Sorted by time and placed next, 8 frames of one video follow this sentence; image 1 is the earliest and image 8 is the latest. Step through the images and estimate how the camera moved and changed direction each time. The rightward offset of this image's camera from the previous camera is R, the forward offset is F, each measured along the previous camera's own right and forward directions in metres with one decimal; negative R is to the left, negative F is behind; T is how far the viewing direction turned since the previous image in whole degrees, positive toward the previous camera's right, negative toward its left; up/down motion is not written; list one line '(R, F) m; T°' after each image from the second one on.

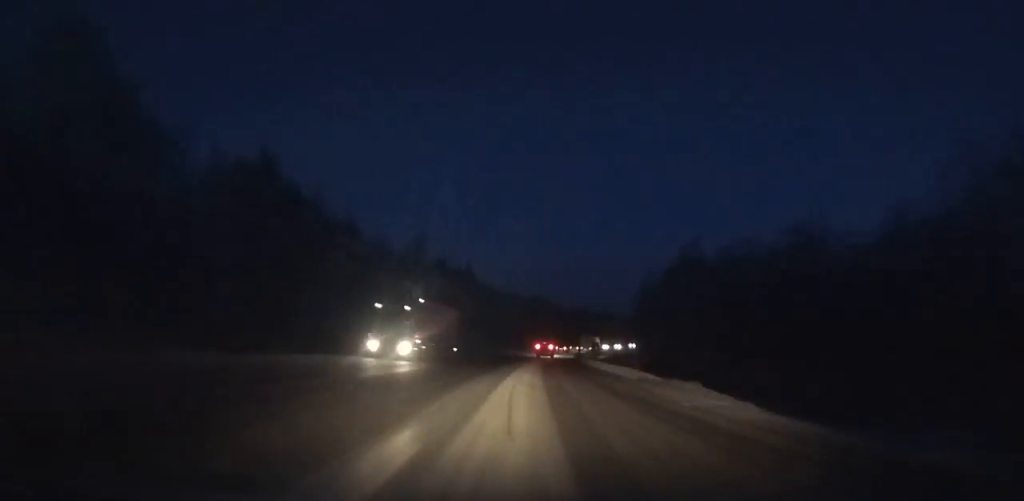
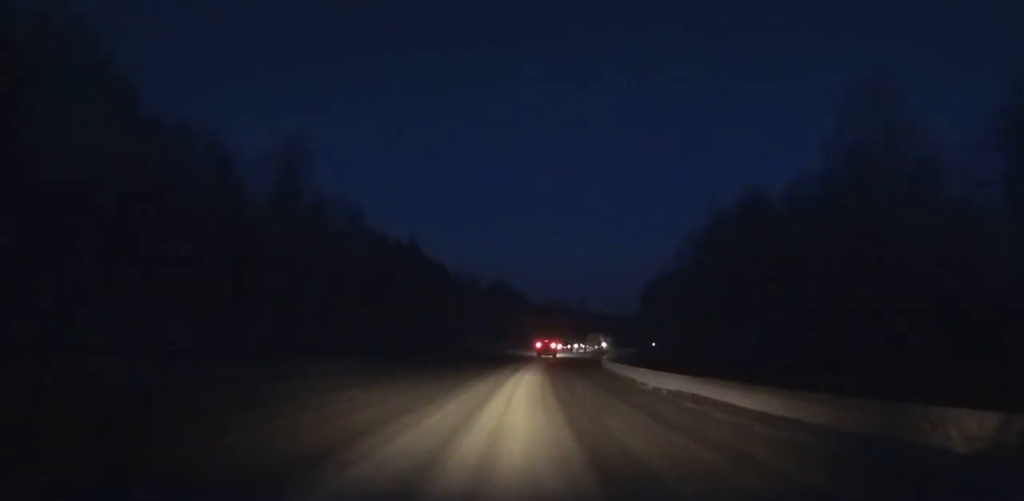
(+1.4, +40.6) m; +4°
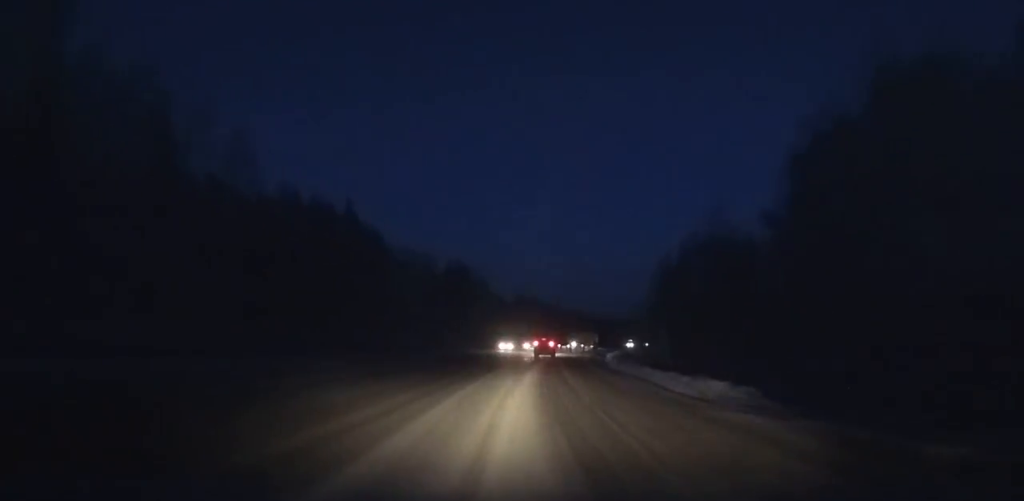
(+0.5, +28.9) m; +3°
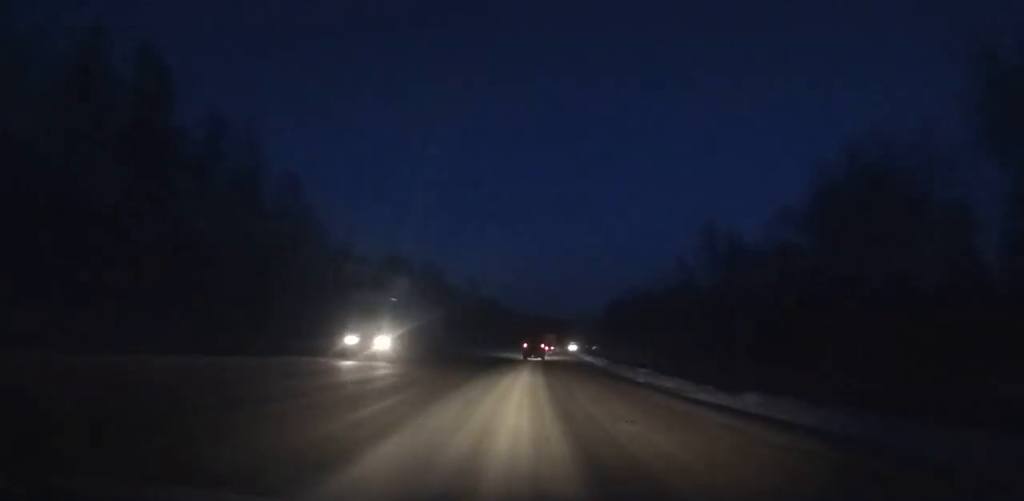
(+5.0, +77.7) m; +6°
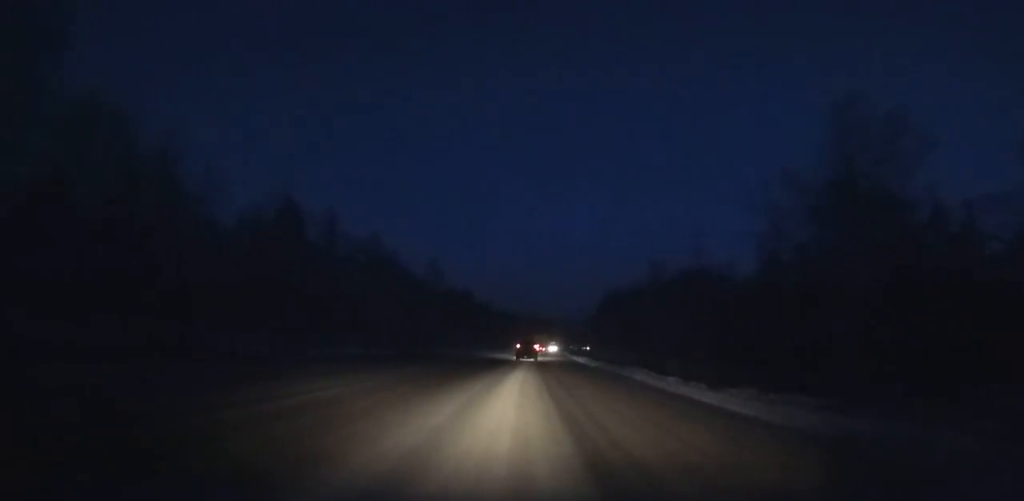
(+0.8, +31.3) m; +1°
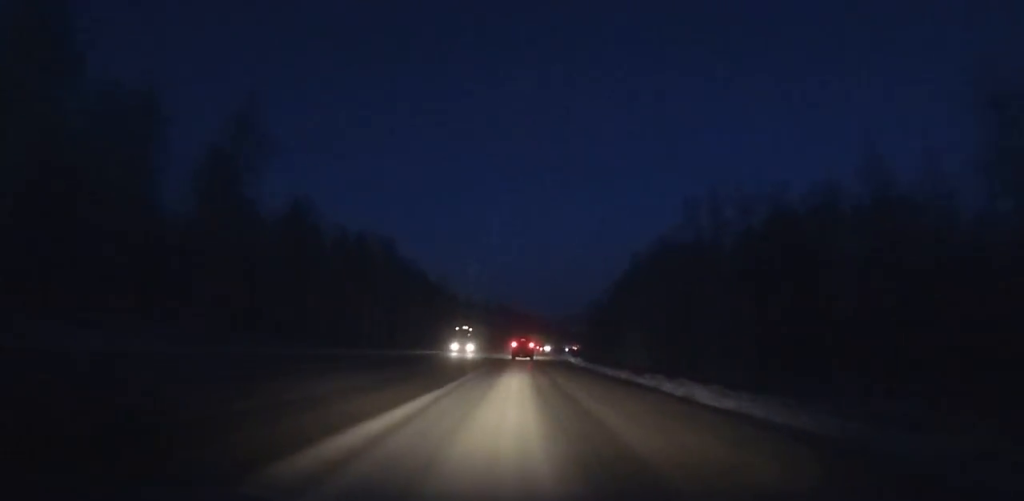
(+1.3, +71.1) m; +2°
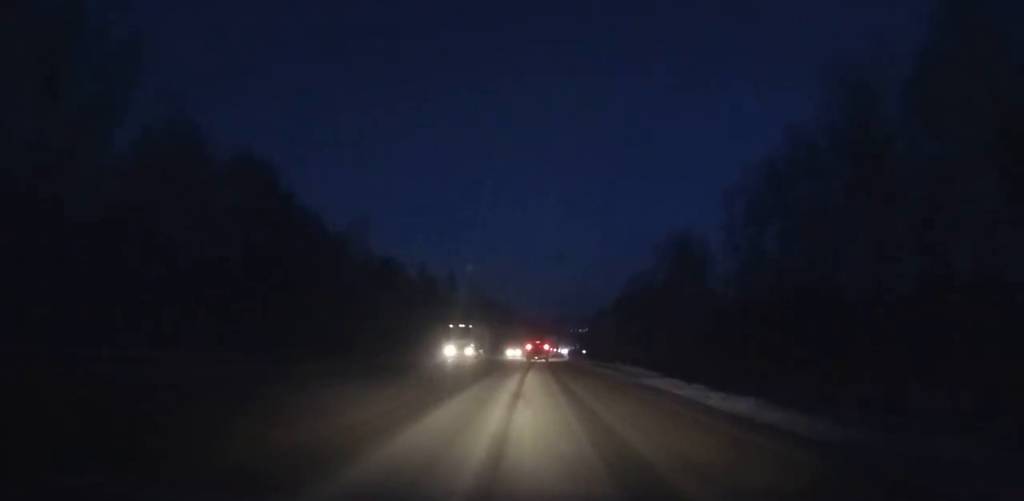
(+0.9, +61.3) m; +2°
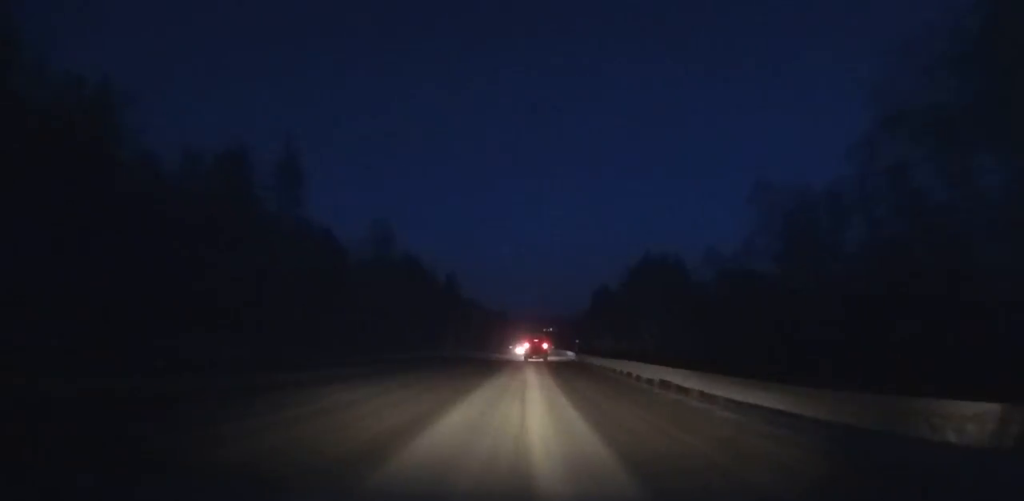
(+1.4, +66.8) m; +2°
